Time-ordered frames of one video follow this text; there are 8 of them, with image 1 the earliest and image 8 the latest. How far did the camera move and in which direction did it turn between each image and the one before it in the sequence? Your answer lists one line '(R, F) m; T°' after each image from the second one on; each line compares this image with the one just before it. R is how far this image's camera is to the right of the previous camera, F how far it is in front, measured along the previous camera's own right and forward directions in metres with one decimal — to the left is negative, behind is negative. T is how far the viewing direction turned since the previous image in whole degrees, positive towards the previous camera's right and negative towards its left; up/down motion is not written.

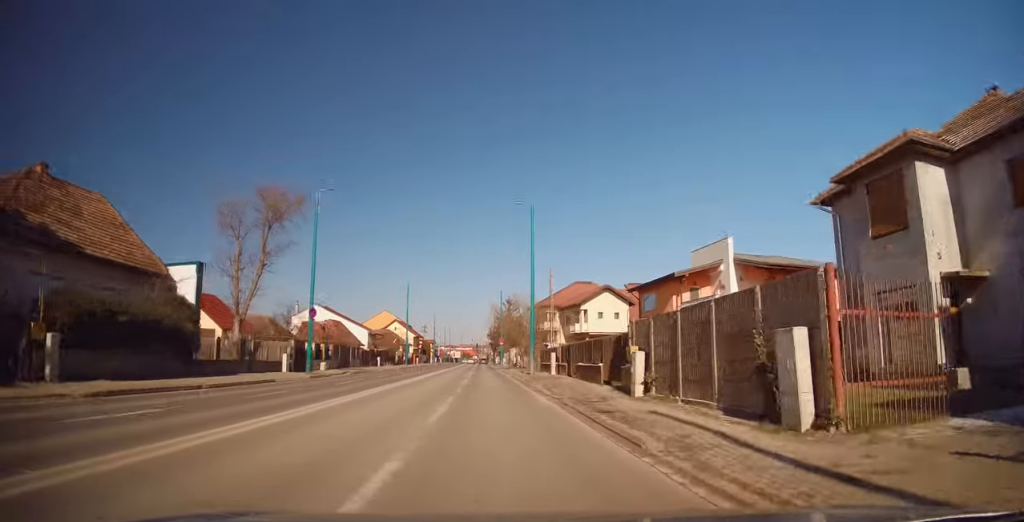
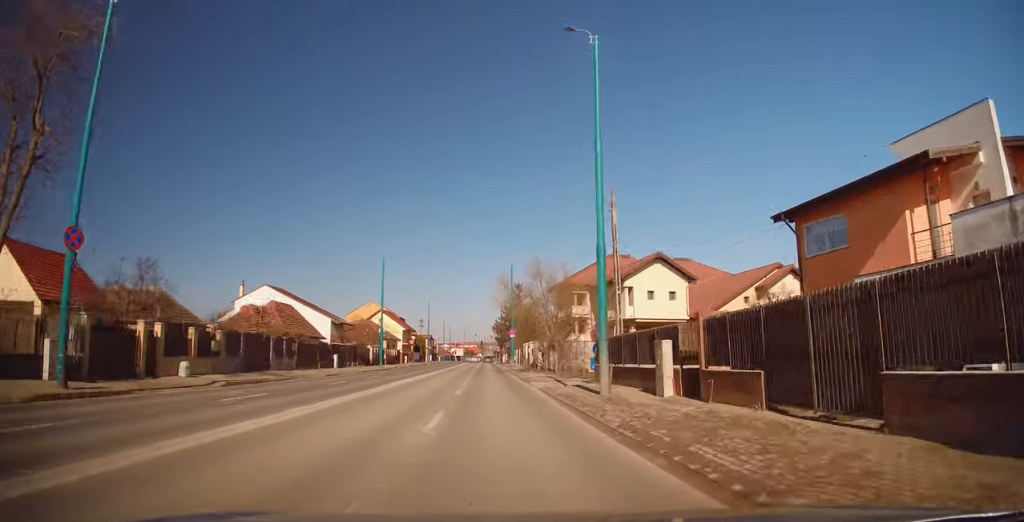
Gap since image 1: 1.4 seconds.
(-0.1, +20.7) m; 0°
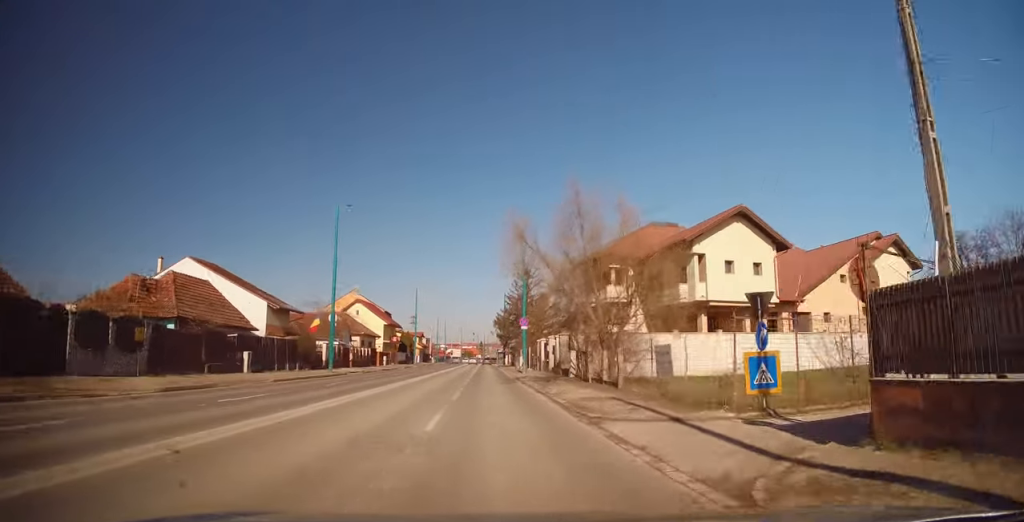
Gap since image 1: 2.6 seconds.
(+0.3, +17.5) m; 0°
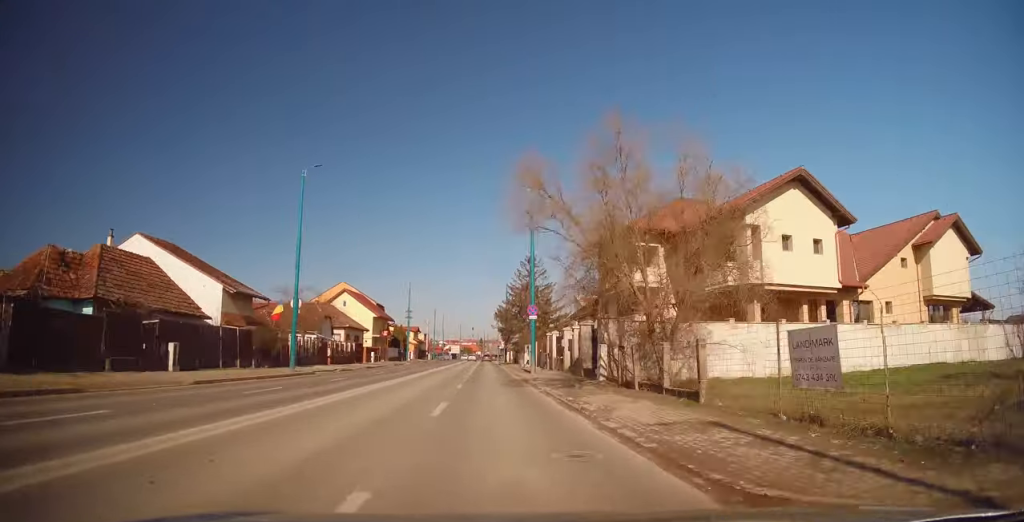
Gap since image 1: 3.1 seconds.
(-0.2, +7.4) m; 0°
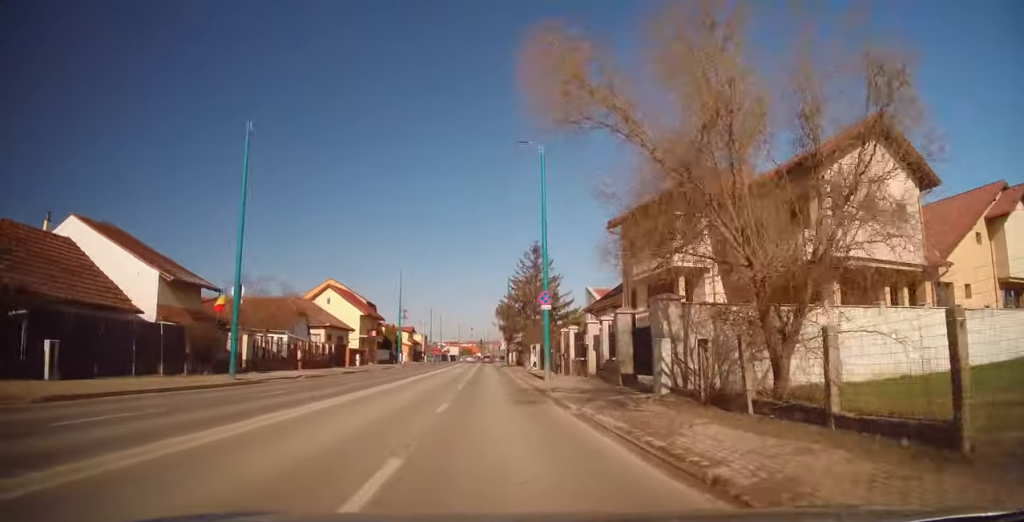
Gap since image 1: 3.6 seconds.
(-0.2, +7.4) m; 0°
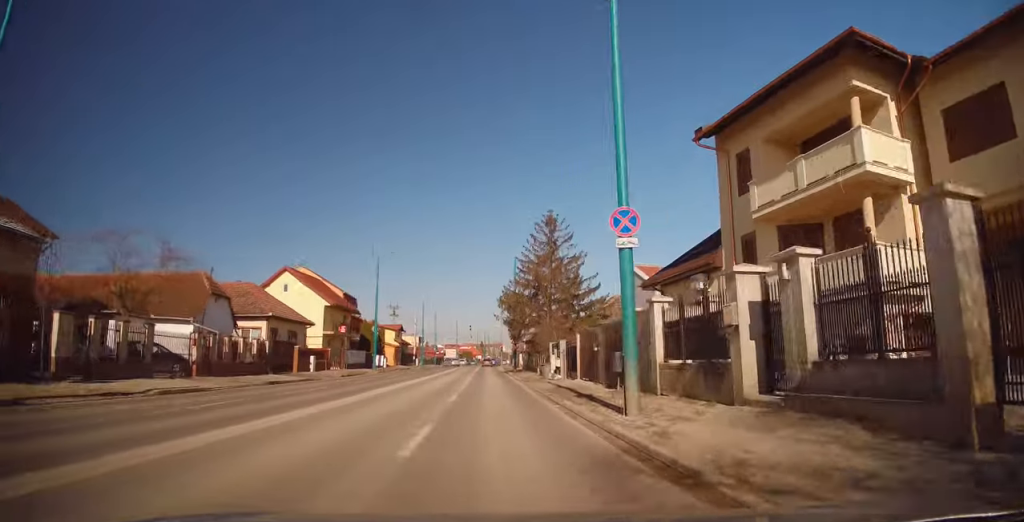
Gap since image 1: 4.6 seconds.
(+0.4, +14.4) m; 0°
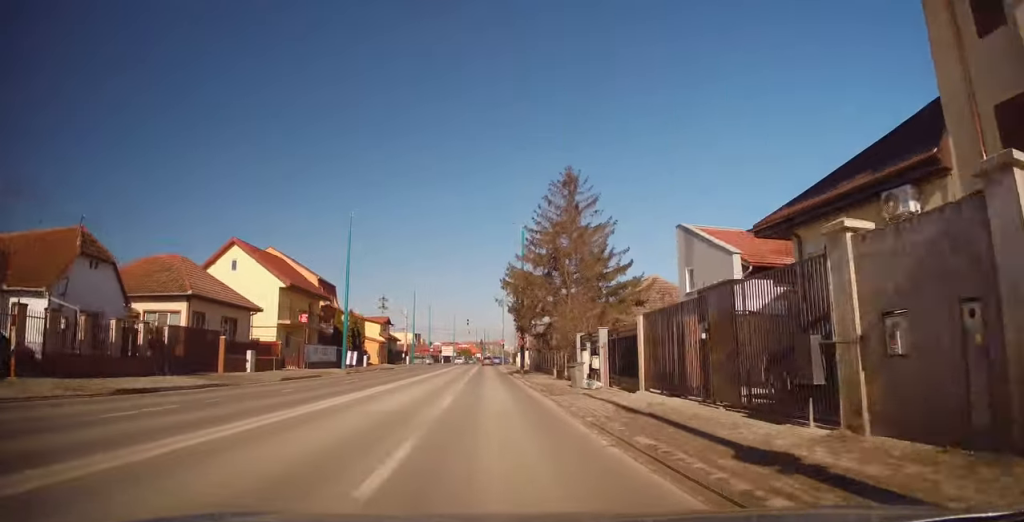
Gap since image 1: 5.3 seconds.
(-0.3, +11.0) m; -1°
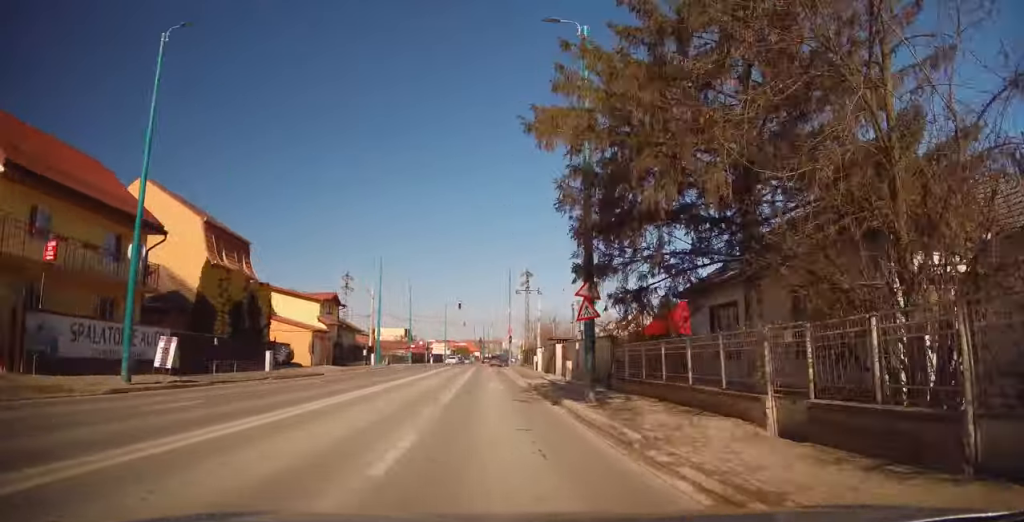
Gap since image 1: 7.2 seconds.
(+0.3, +26.4) m; +1°
